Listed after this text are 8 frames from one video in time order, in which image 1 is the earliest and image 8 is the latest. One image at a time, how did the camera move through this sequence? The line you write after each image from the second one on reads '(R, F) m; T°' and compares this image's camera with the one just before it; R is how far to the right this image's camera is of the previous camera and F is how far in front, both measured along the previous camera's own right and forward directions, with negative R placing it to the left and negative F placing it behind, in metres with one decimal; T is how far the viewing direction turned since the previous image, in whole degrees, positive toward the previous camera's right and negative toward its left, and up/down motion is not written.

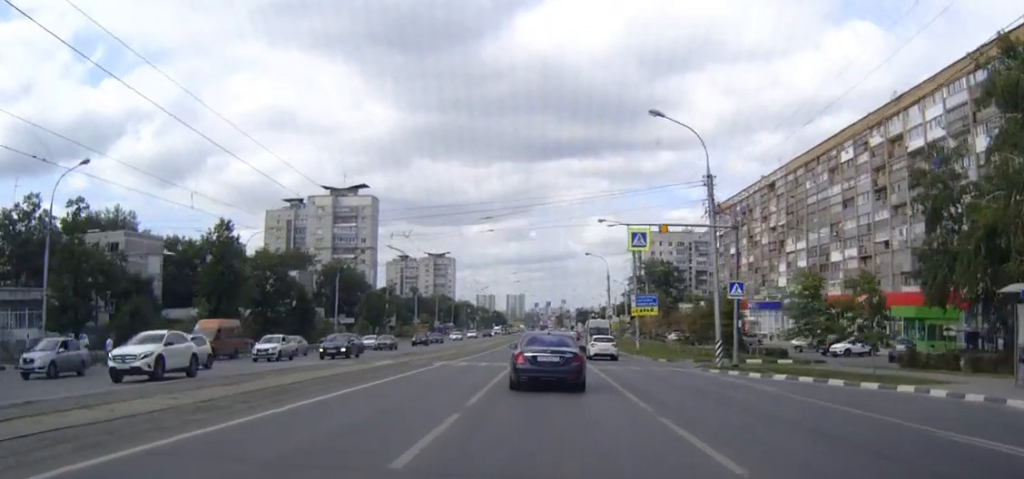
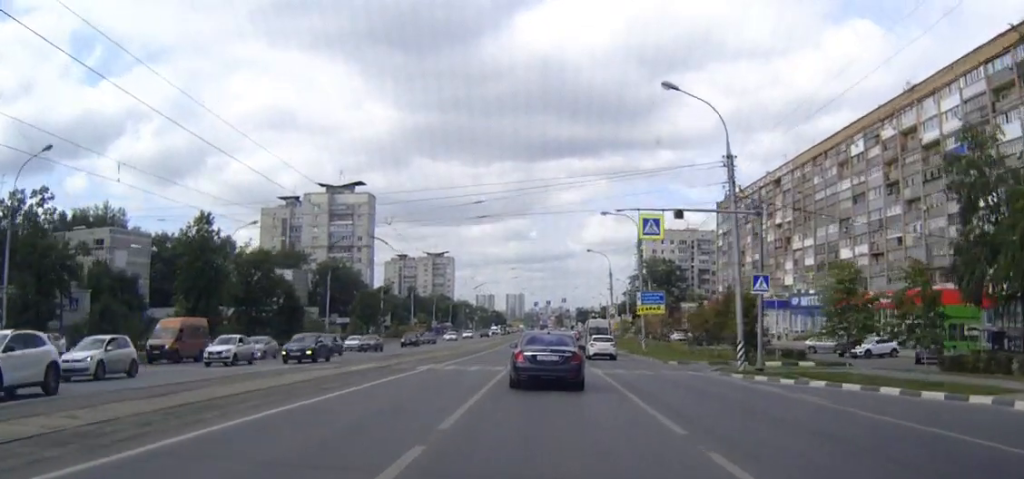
(0.0, +4.4) m; 0°
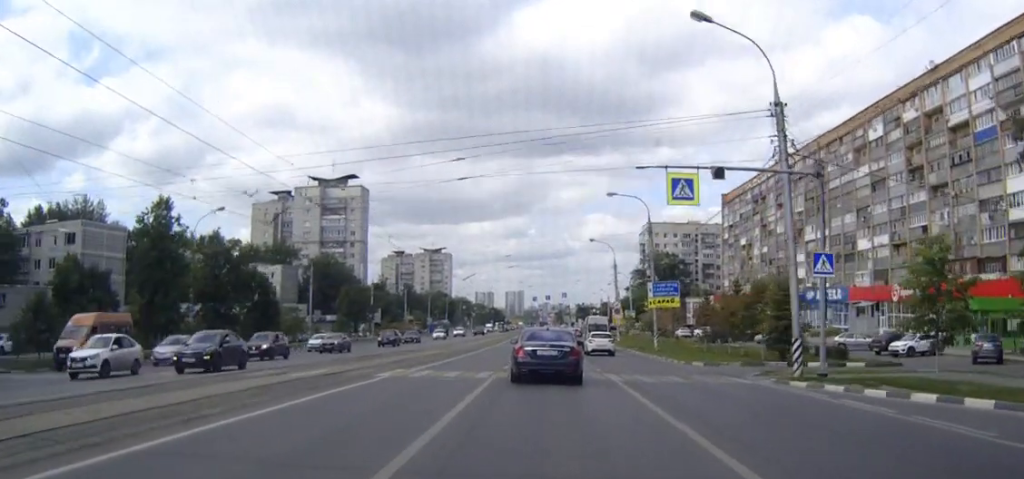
(0.0, +7.7) m; 0°
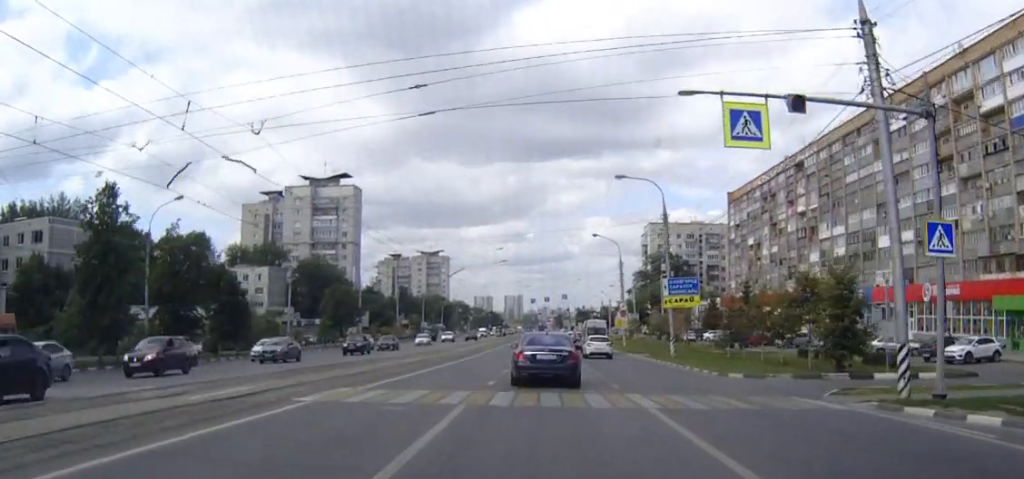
(0.0, +8.0) m; 0°
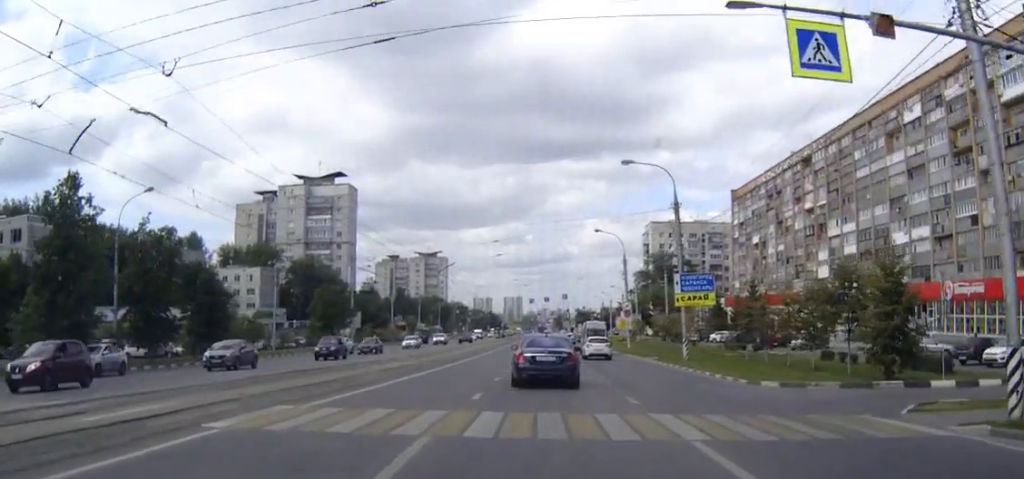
(0.0, +4.8) m; 0°
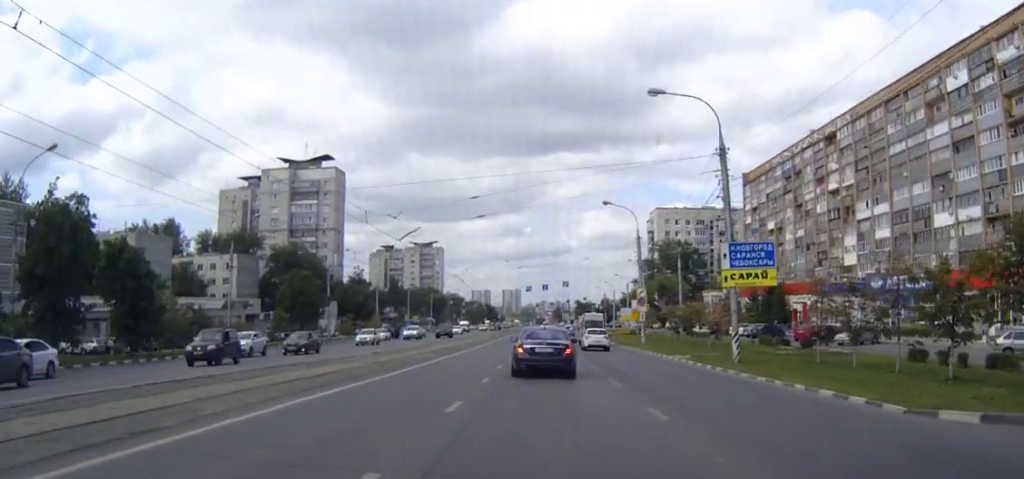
(0.0, +12.7) m; 0°
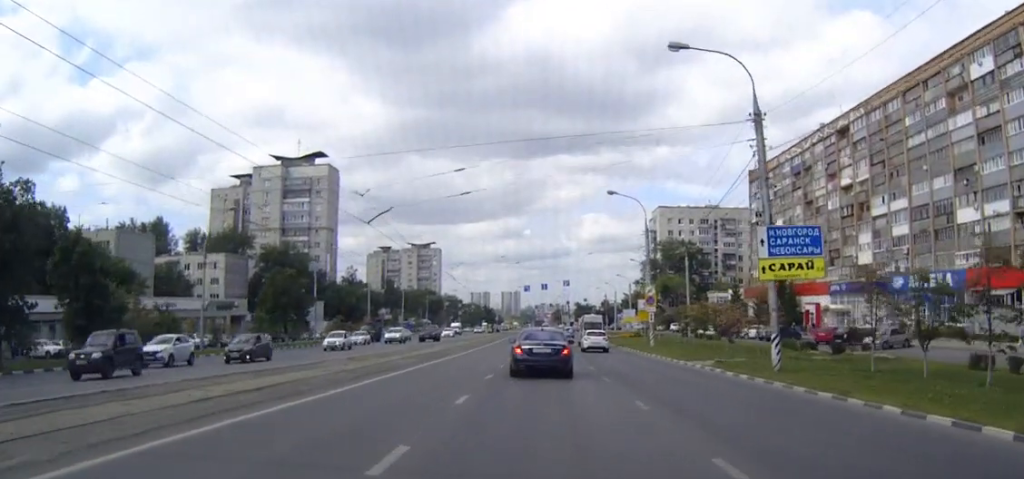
(0.0, +6.0) m; 0°
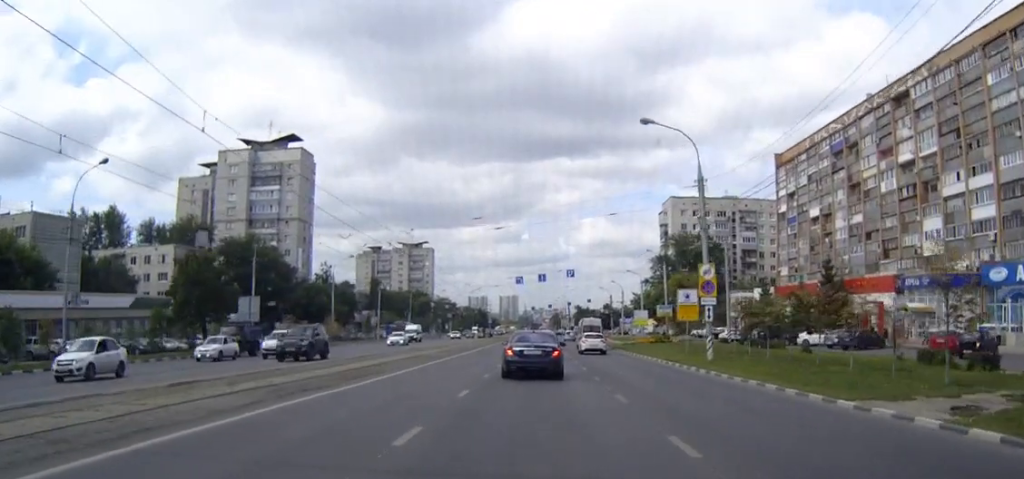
(-0.3, +21.7) m; -1°
